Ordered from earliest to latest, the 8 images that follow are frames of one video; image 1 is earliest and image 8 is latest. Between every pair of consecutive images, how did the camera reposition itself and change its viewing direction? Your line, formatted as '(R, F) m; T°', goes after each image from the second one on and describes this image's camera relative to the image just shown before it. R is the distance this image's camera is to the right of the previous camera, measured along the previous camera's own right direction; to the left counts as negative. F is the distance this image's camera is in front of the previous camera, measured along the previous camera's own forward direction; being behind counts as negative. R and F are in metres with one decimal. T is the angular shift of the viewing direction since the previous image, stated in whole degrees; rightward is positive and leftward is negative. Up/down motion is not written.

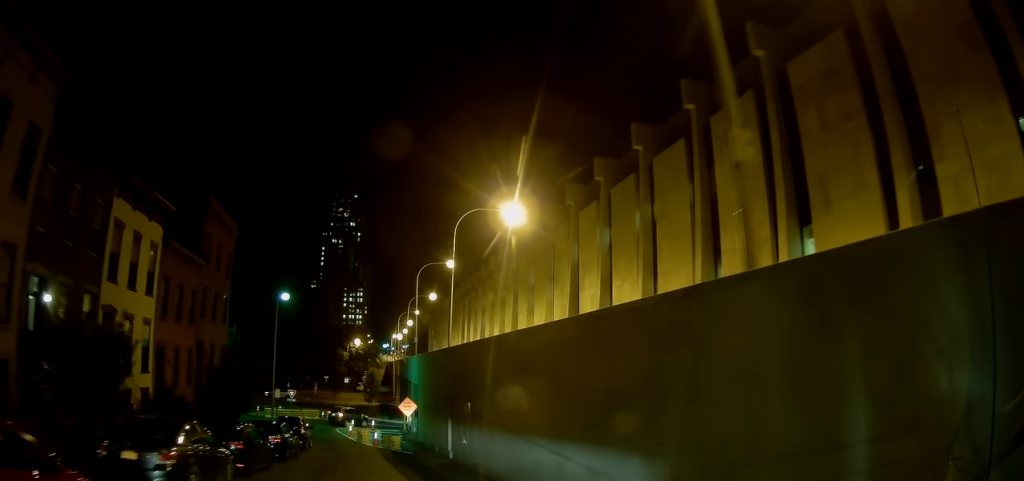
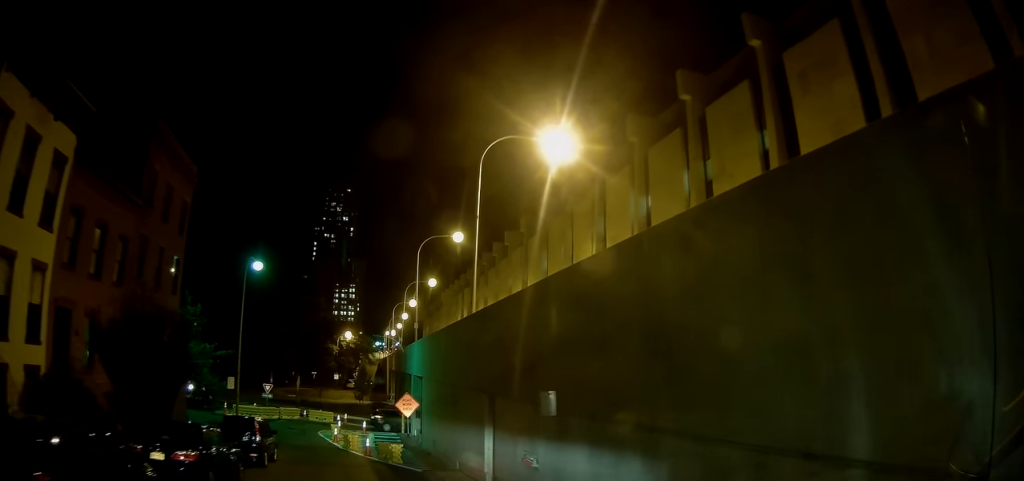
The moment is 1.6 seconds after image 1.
(-0.2, +10.1) m; 0°
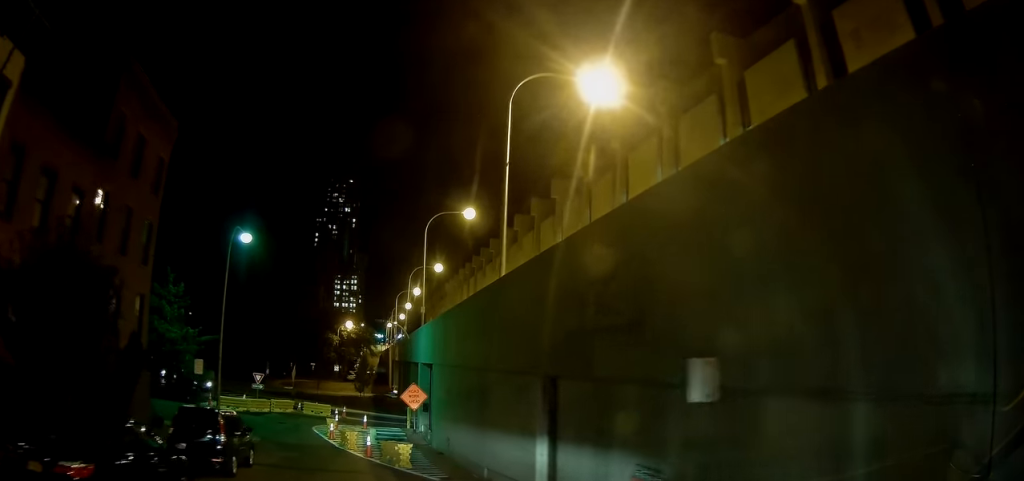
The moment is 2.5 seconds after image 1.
(+0.1, +4.7) m; +4°
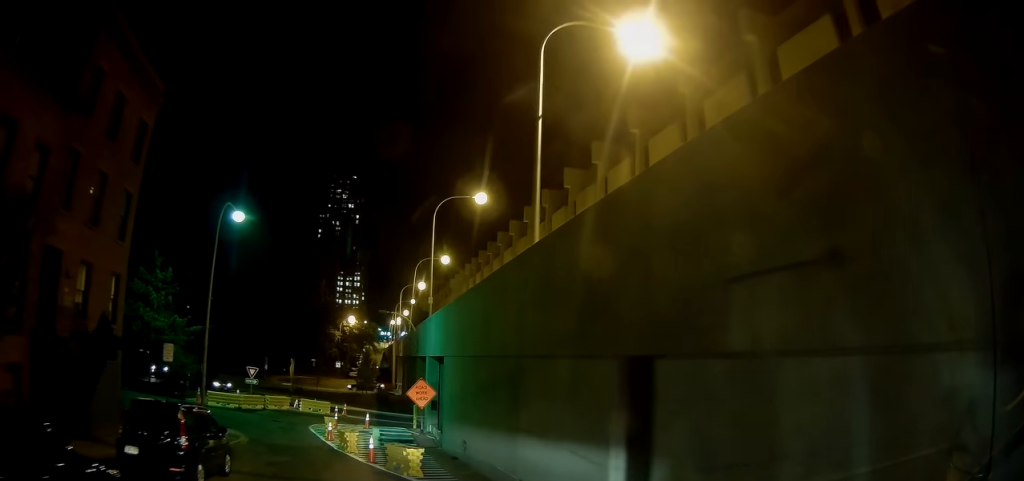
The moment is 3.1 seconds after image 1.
(+0.2, +3.4) m; -1°
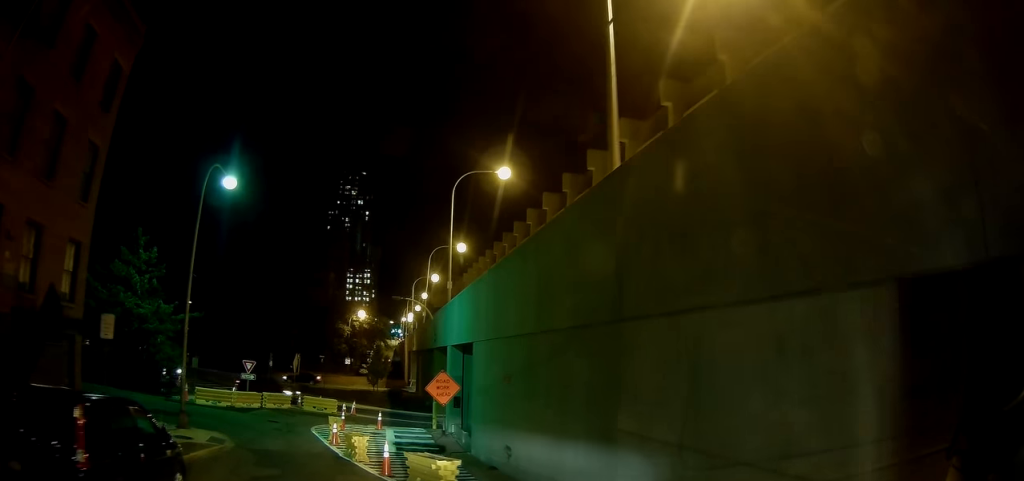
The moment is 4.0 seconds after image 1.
(-0.1, +4.7) m; -6°
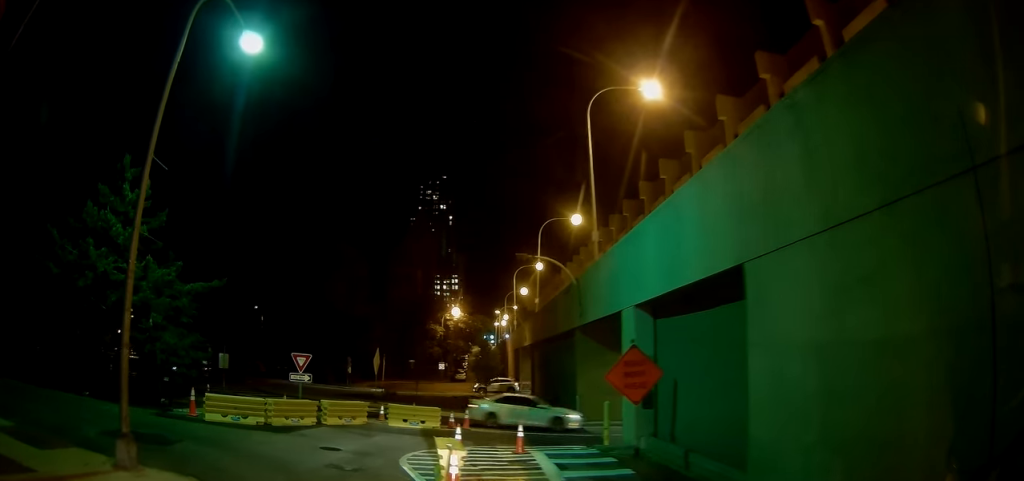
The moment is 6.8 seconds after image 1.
(-1.2, +11.8) m; -12°
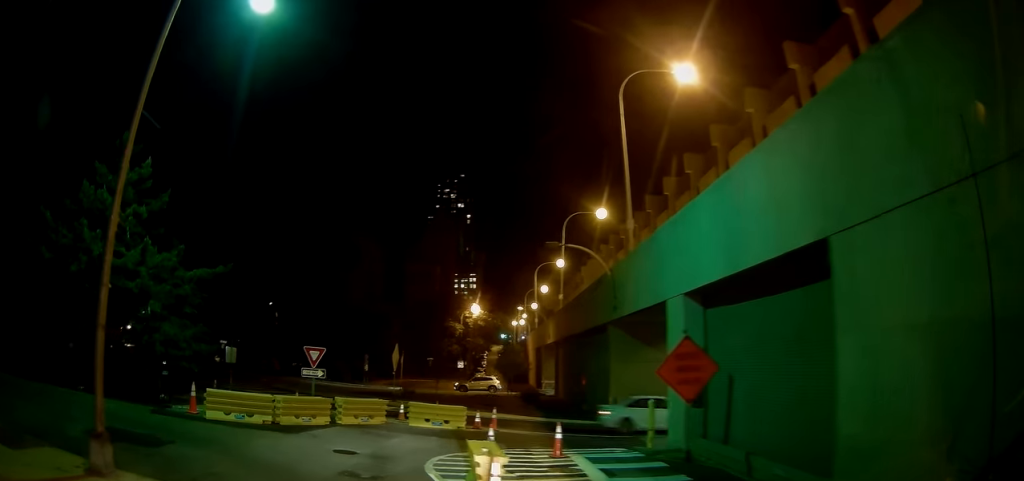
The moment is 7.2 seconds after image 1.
(-0.3, +1.8) m; -1°
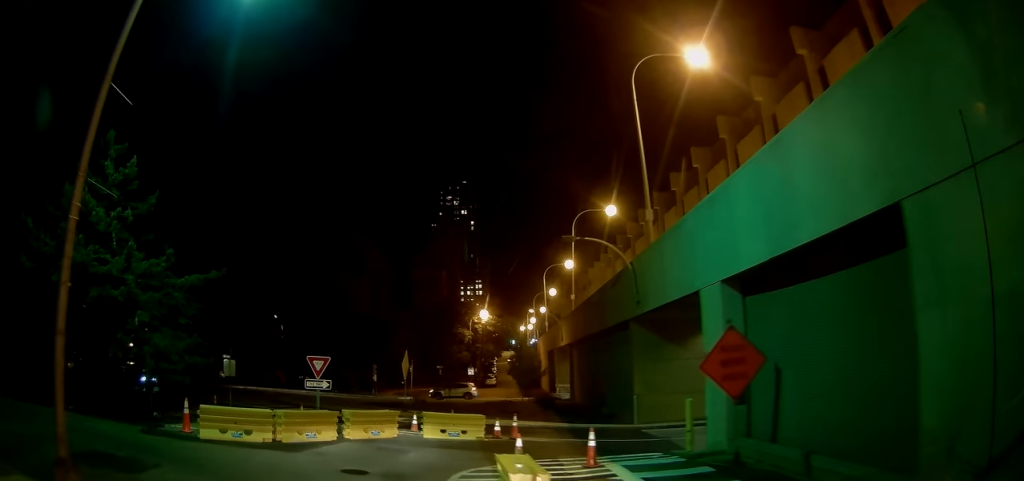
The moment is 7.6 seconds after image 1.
(-0.1, +1.6) m; 0°
